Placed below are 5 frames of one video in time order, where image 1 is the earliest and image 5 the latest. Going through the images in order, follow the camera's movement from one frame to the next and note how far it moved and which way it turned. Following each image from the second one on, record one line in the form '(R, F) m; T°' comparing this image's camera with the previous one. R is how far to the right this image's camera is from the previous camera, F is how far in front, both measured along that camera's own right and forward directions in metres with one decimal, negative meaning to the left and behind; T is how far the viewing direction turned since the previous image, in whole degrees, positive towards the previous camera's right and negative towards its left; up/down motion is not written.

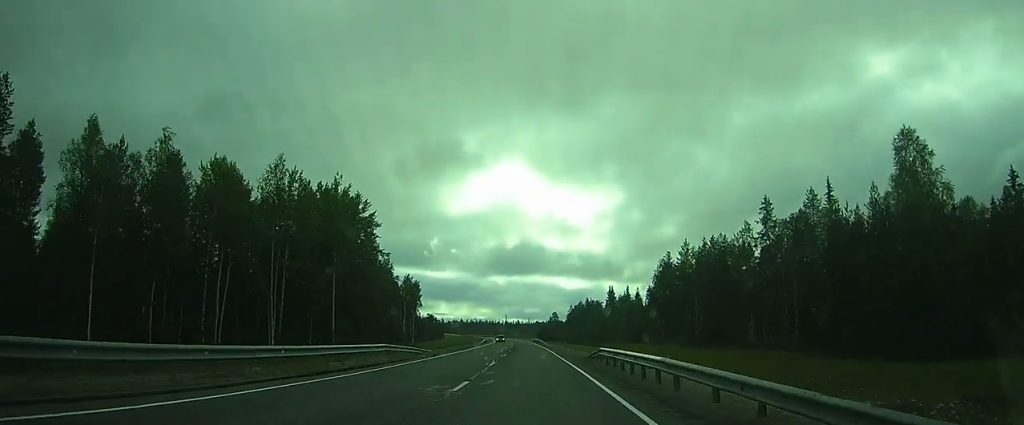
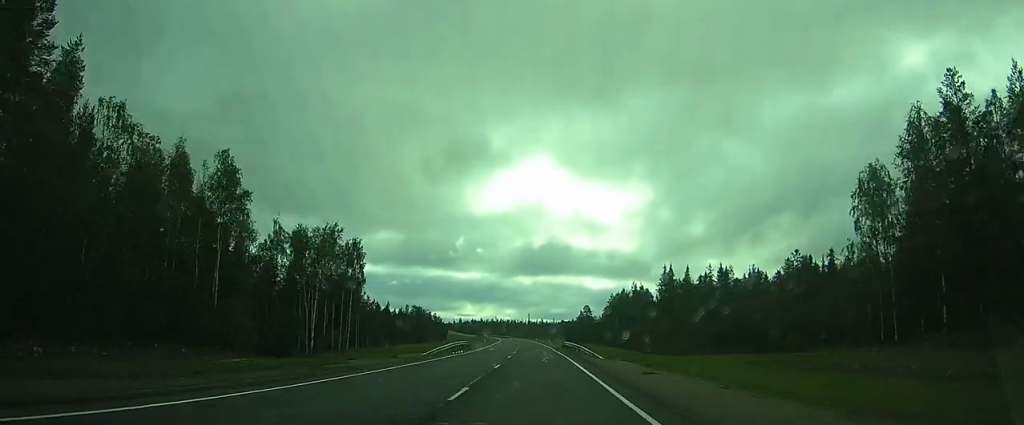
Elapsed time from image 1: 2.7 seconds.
(-0.3, +63.9) m; -1°
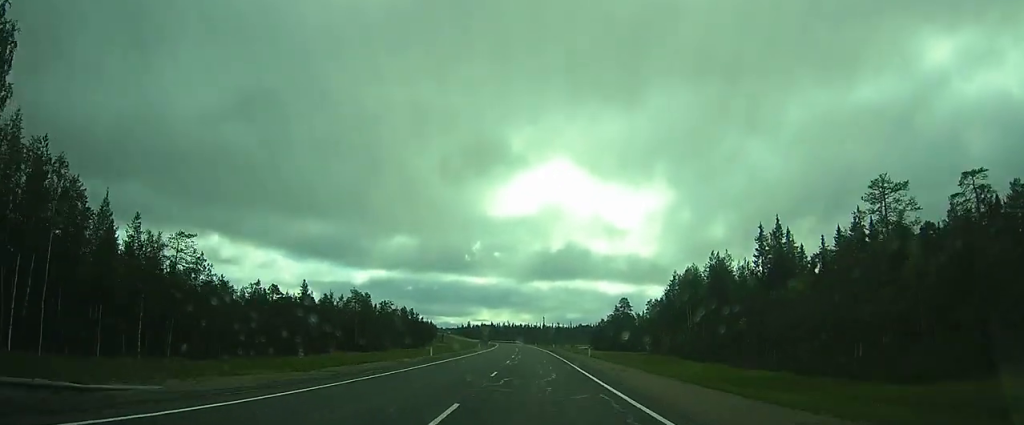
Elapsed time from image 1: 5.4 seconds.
(-1.1, +65.1) m; -2°
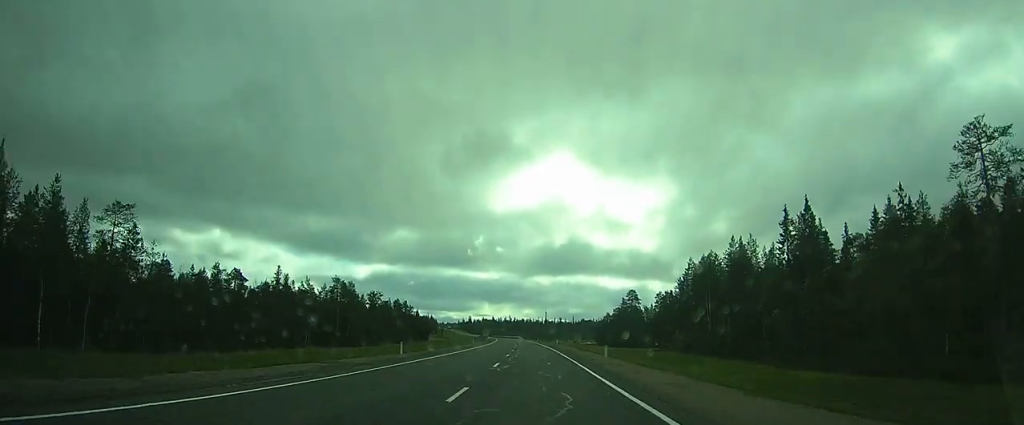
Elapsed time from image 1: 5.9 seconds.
(0.0, +10.3) m; 0°
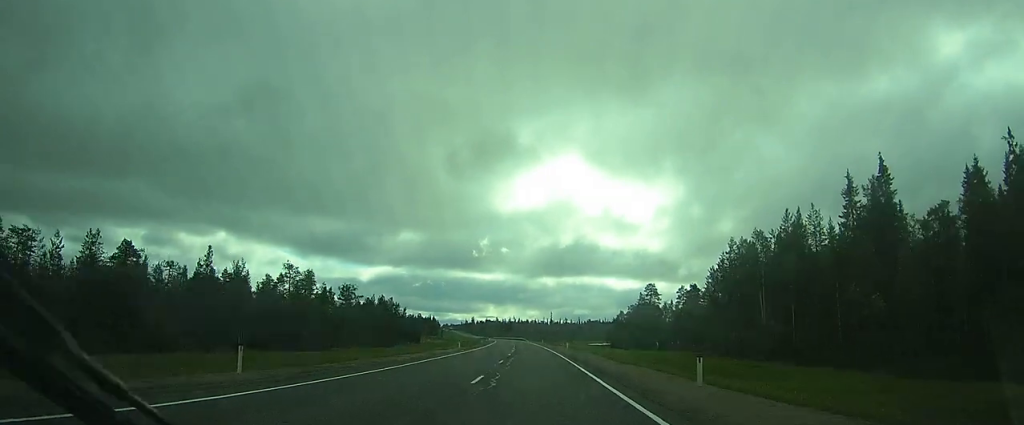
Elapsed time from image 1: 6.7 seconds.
(-0.1, +19.8) m; 0°
